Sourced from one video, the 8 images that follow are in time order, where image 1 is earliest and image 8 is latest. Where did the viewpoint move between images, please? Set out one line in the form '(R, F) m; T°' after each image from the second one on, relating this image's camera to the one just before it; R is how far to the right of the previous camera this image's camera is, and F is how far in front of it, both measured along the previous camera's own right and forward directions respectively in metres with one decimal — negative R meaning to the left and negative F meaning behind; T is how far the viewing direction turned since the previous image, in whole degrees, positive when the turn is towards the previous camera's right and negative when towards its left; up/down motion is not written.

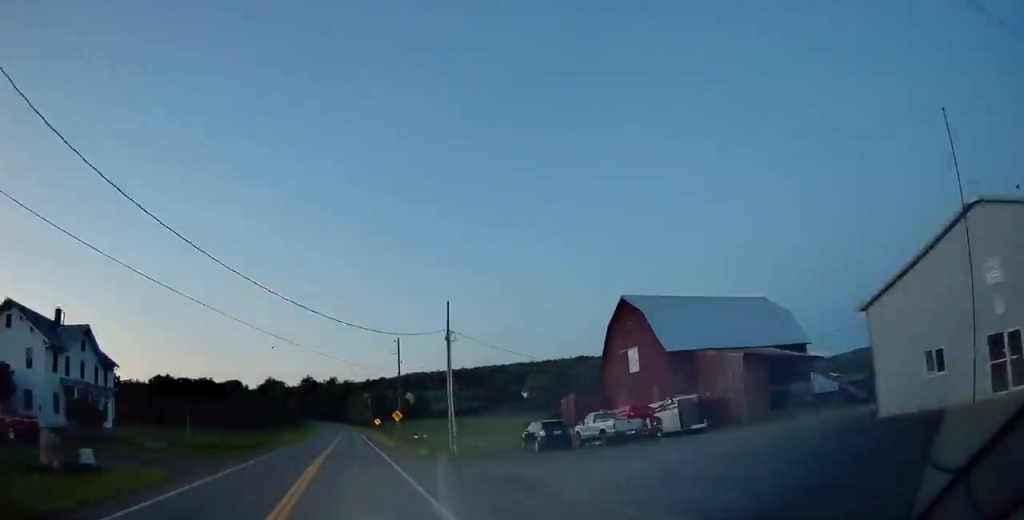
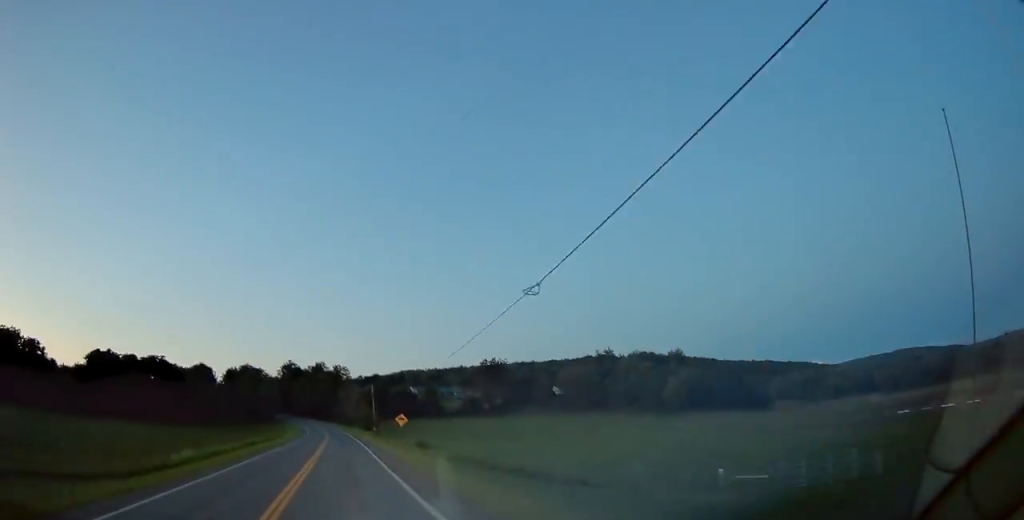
(+0.1, +56.5) m; -1°
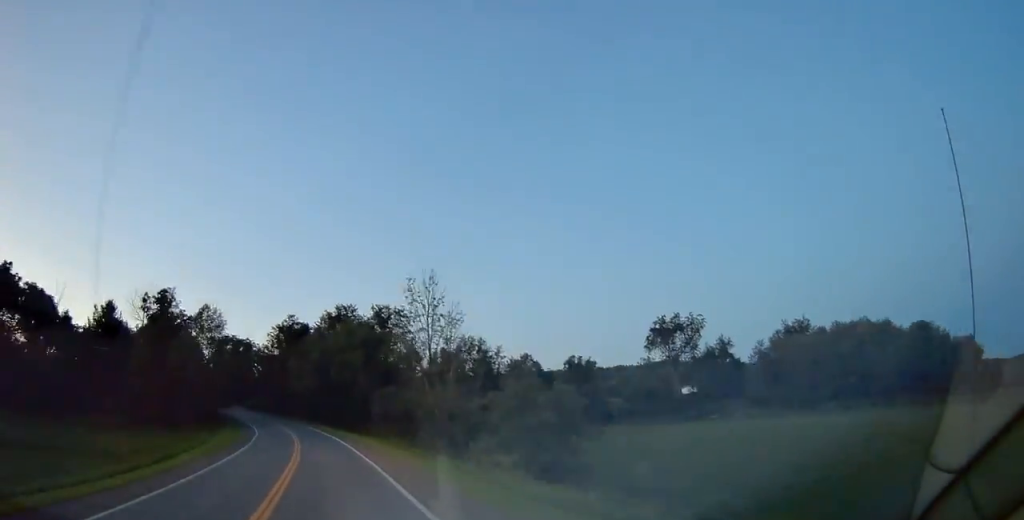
(-2.1, +106.8) m; -7°
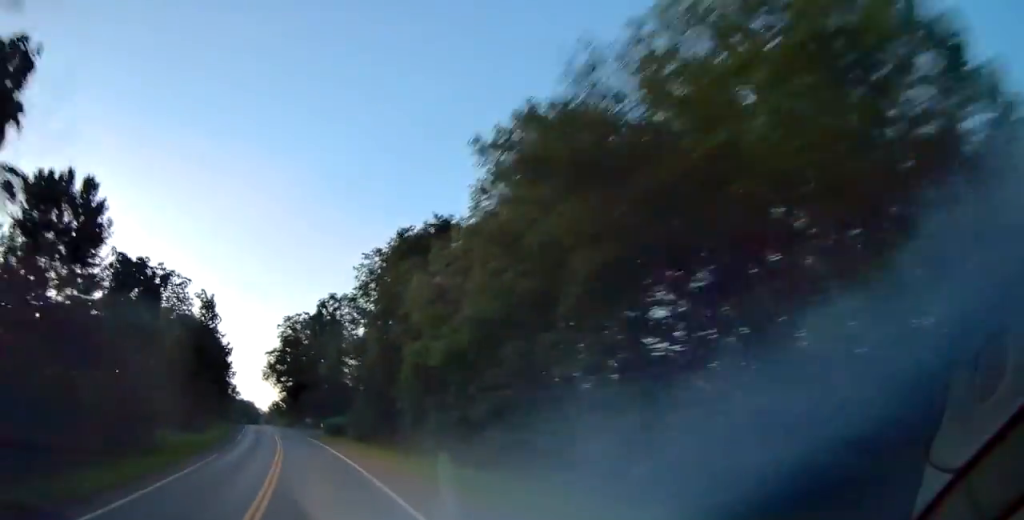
(-5.6, +66.8) m; -8°
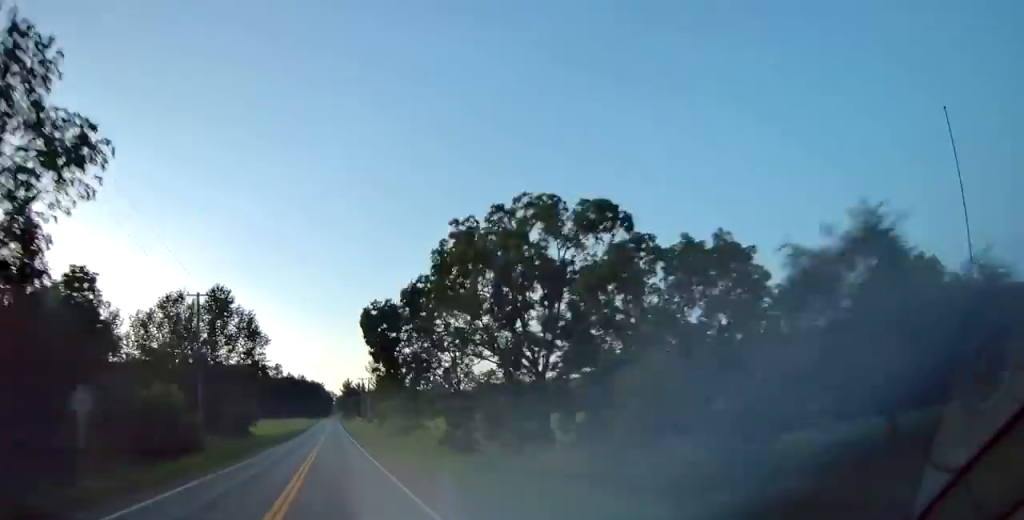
(-17.2, +155.9) m; -8°
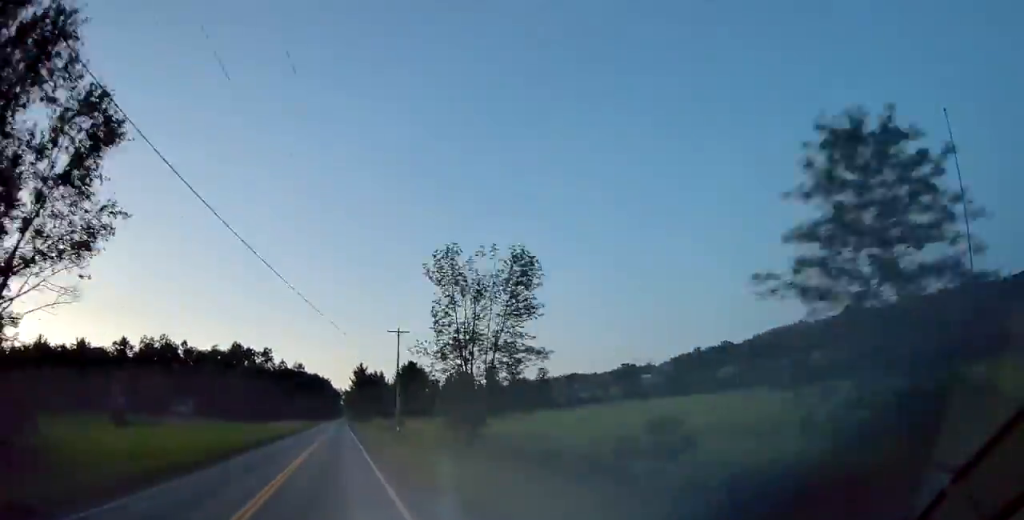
(+0.4, +69.4) m; 0°
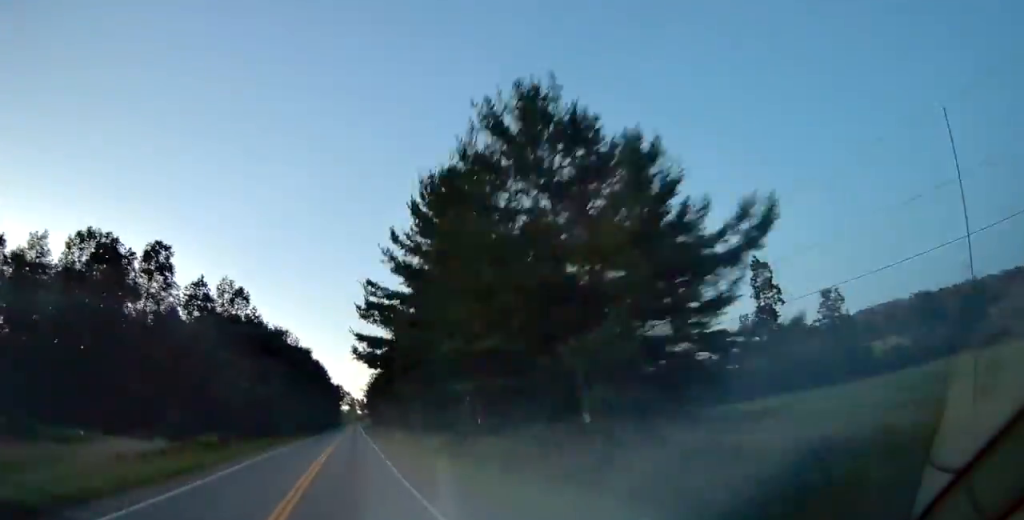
(-0.7, +132.6) m; 0°
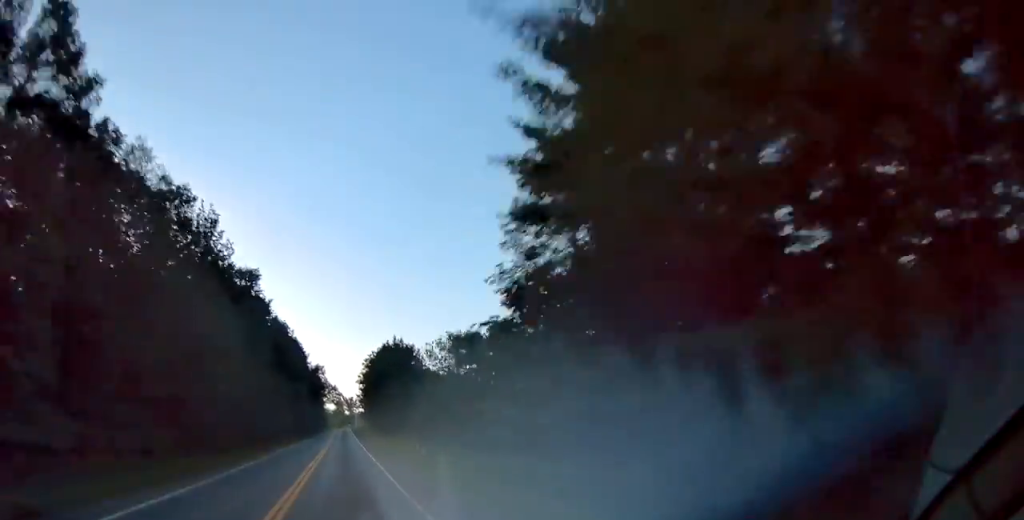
(+0.2, +61.7) m; +1°
